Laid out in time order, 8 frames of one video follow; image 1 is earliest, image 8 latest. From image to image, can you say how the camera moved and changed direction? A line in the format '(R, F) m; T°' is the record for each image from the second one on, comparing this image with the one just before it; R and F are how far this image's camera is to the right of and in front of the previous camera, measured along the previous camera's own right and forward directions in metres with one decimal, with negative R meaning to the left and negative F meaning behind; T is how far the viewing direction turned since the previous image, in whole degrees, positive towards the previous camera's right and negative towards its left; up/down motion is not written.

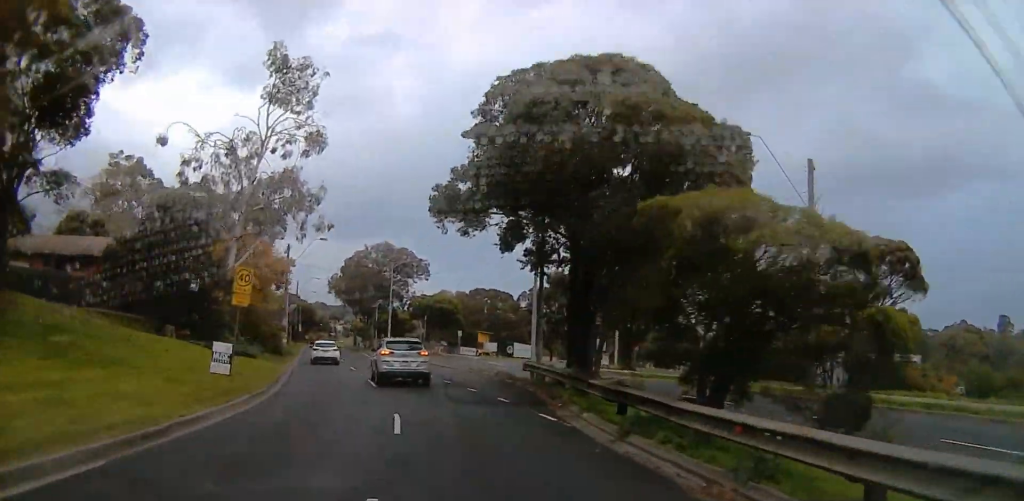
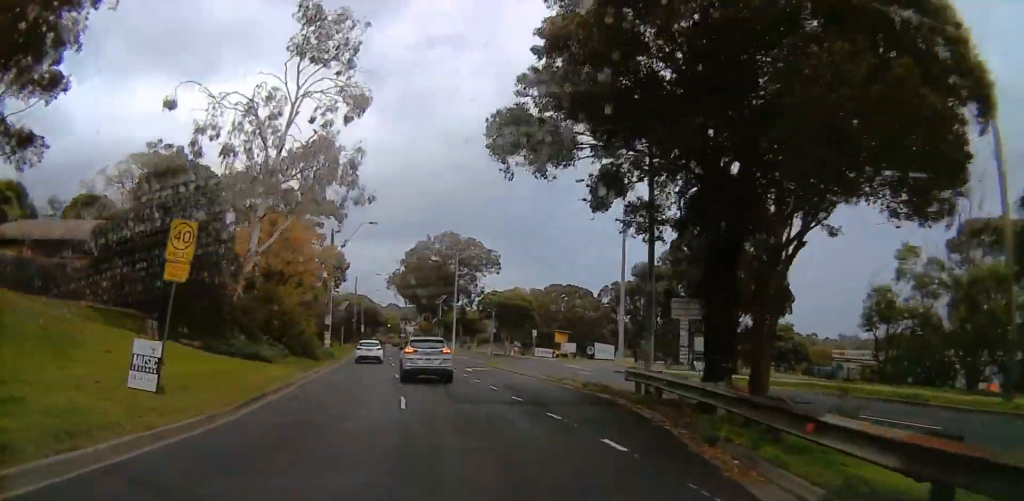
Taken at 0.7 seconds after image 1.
(-0.2, +7.6) m; -2°
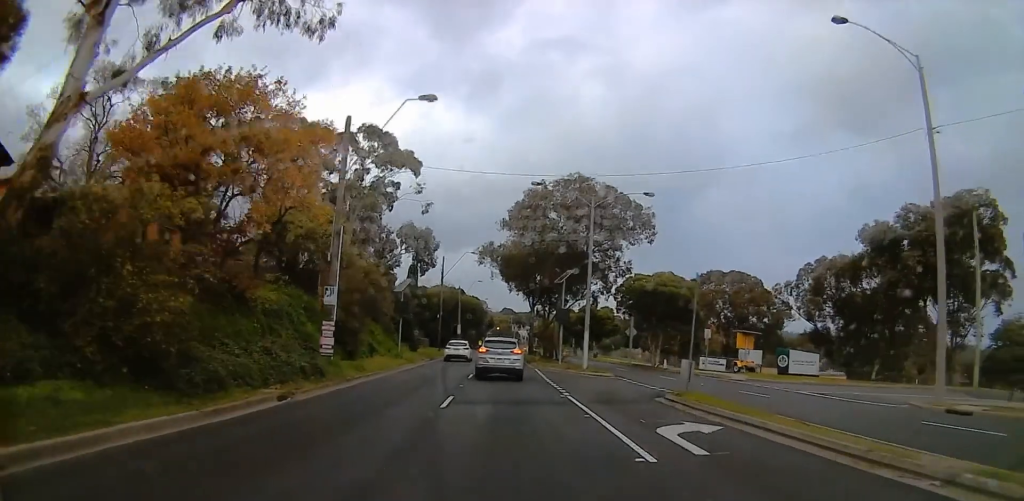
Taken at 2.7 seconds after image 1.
(-2.8, +23.0) m; -16°
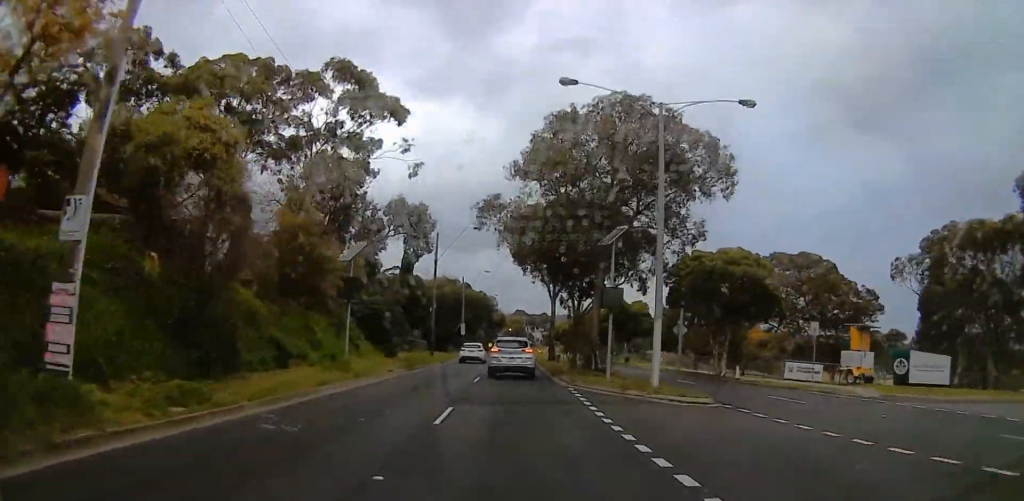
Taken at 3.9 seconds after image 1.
(-0.5, +13.9) m; 0°
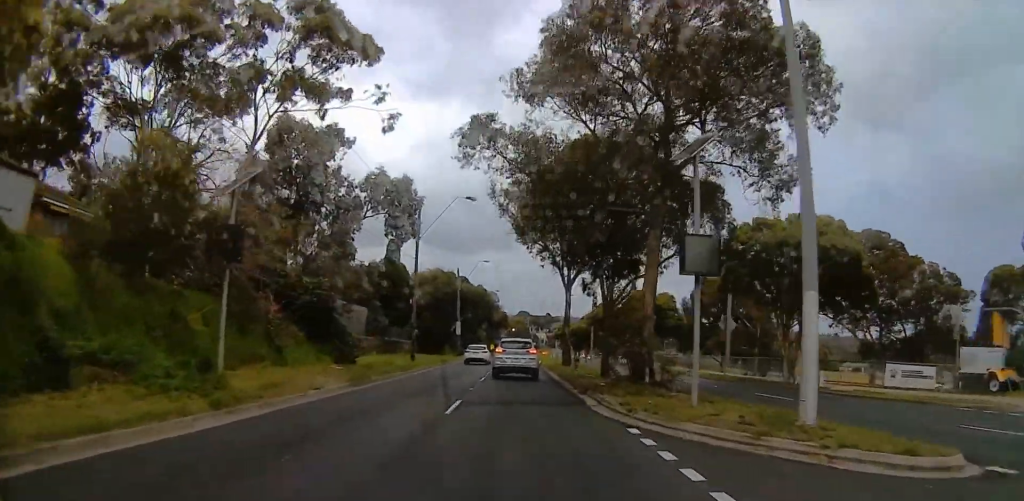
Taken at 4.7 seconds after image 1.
(+0.3, +10.1) m; 0°
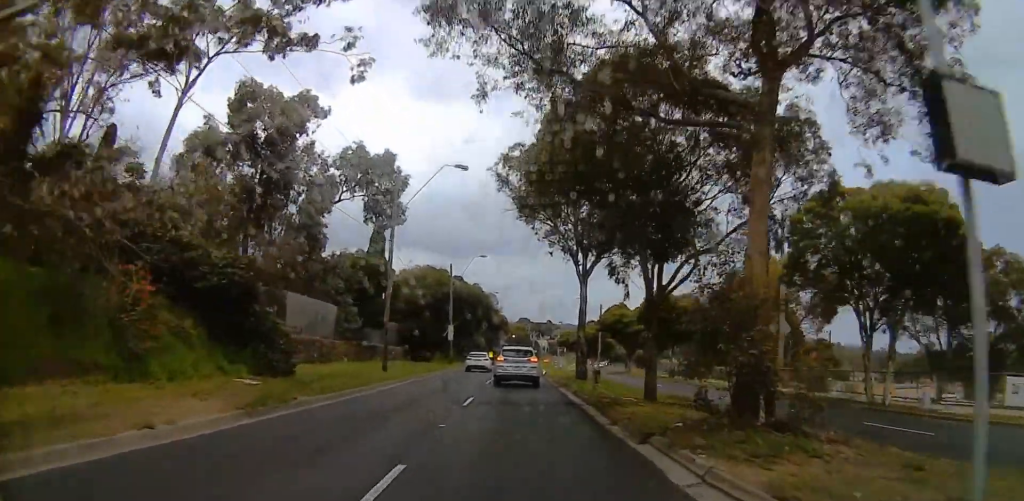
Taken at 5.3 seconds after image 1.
(-0.3, +7.7) m; -2°
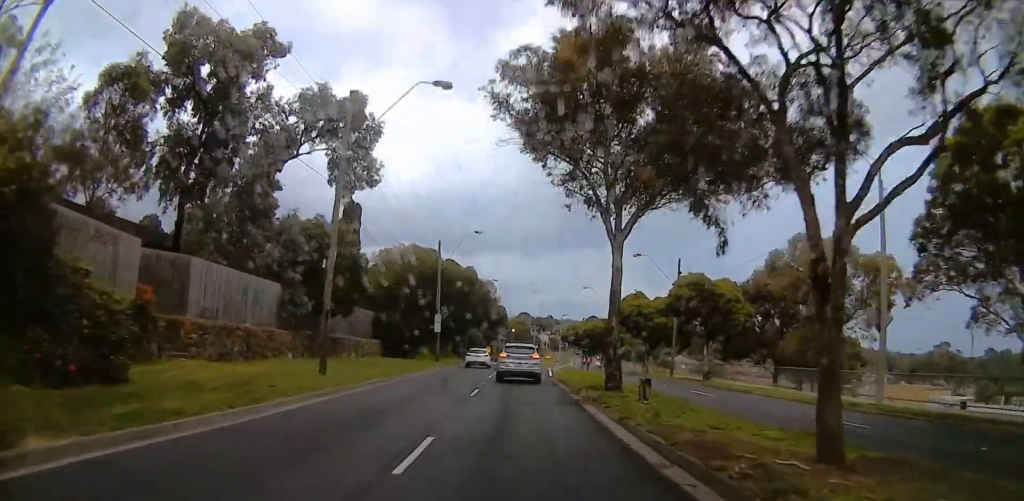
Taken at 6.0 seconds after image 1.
(0.0, +9.2) m; -1°
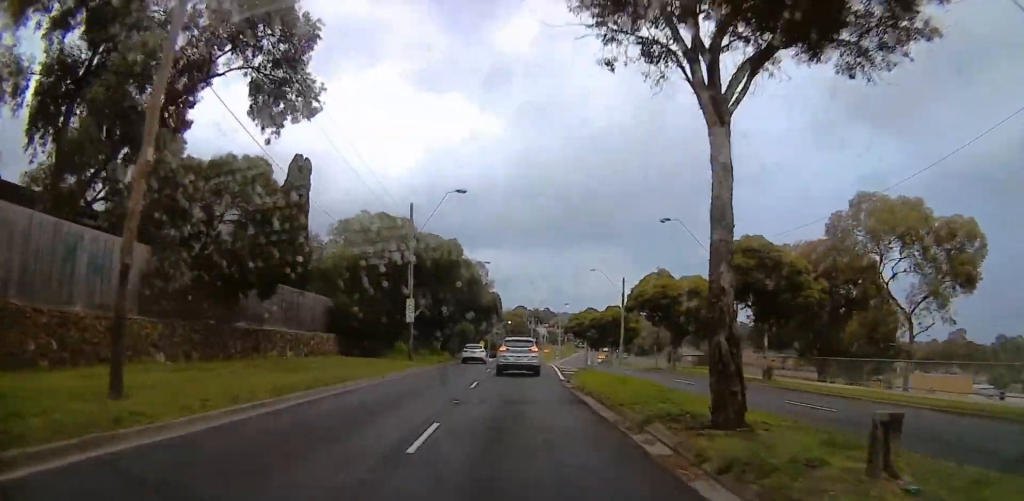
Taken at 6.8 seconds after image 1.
(-0.1, +10.7) m; +2°
